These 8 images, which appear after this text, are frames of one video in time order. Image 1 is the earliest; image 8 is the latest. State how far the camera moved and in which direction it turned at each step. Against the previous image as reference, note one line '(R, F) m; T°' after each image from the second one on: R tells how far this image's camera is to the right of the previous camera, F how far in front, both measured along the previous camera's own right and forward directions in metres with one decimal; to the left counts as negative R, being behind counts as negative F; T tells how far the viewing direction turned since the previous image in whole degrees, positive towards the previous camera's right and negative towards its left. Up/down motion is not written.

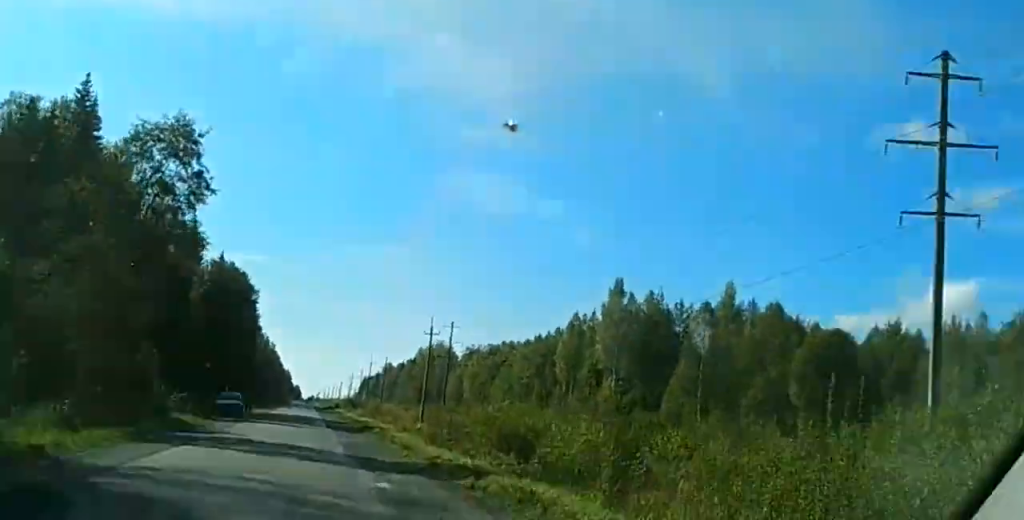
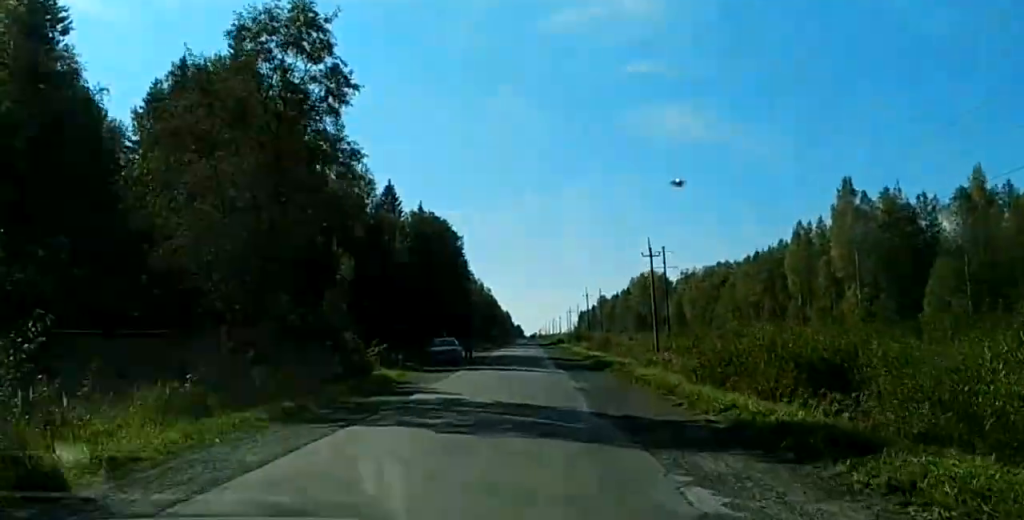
(+0.1, +10.5) m; +1°
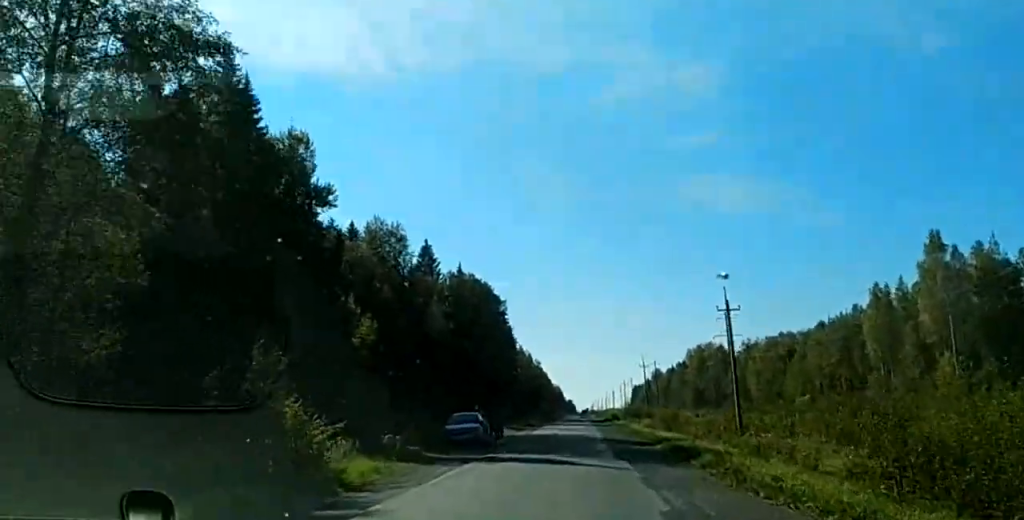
(+0.2, +13.4) m; 0°
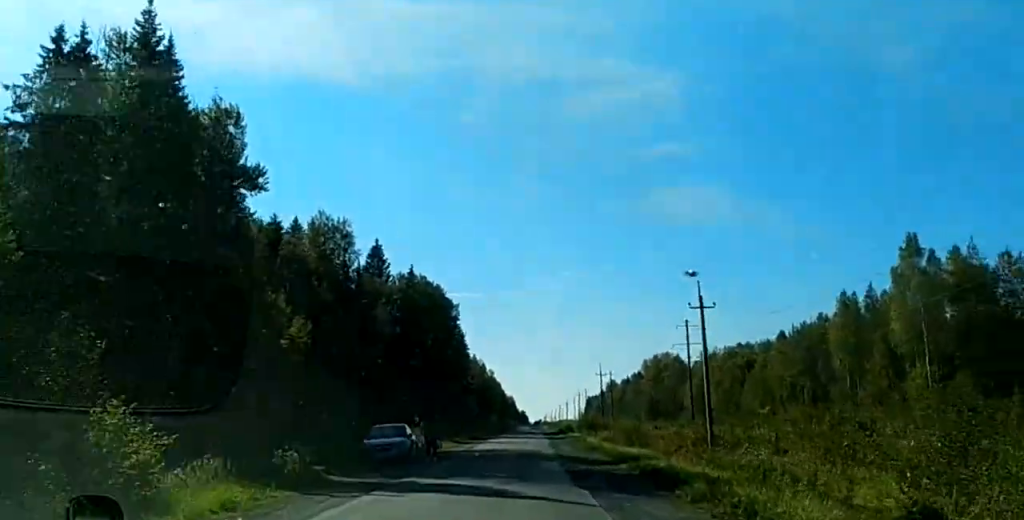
(0.0, +8.1) m; 0°
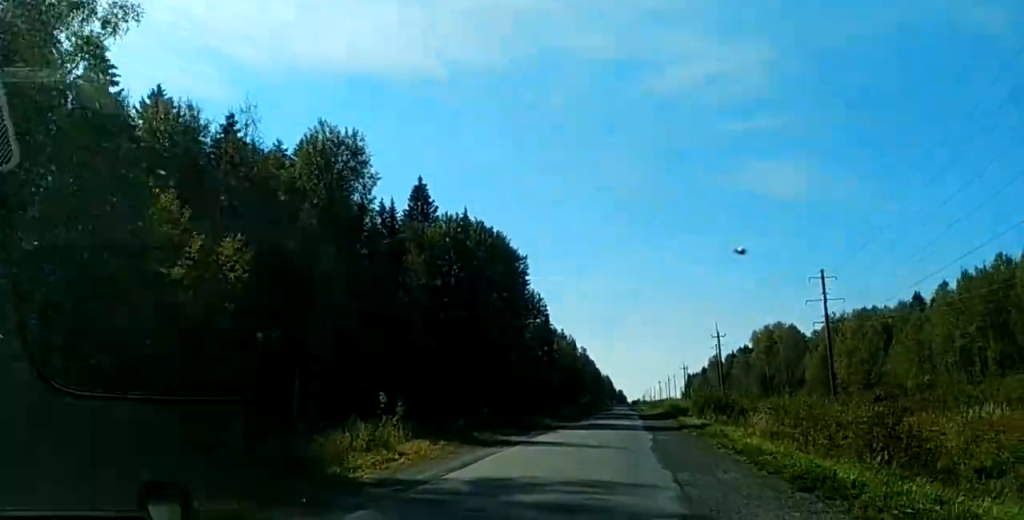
(-0.5, +34.5) m; -2°
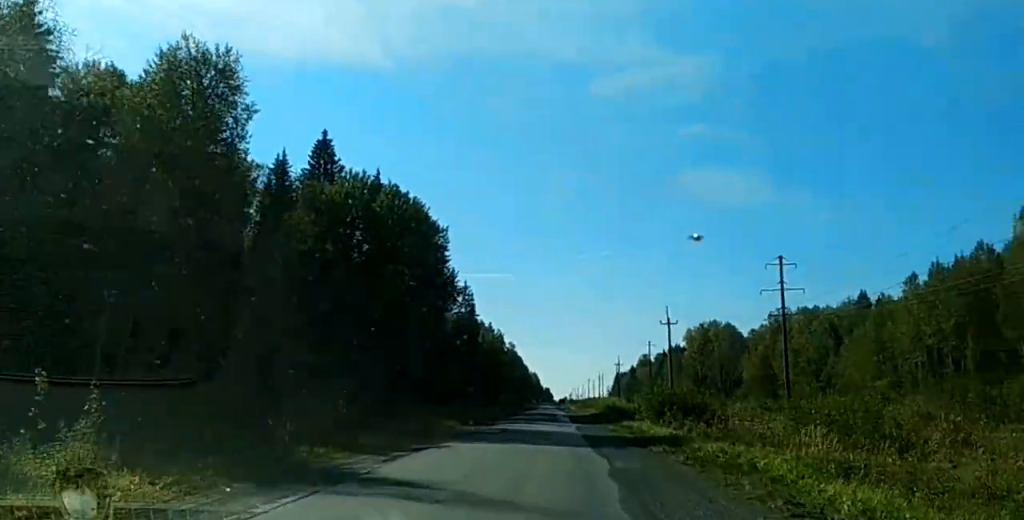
(-0.3, +18.0) m; 0°
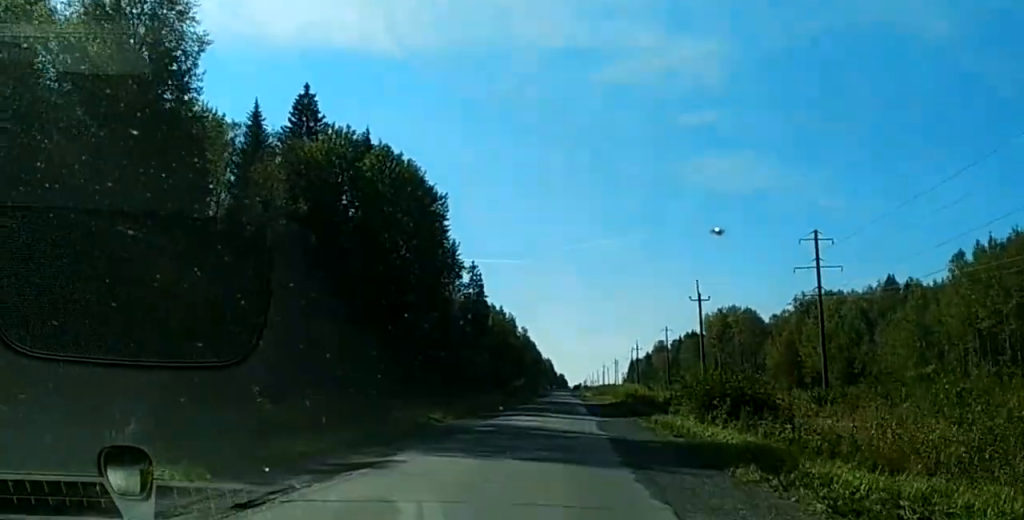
(+0.2, +11.1) m; -1°
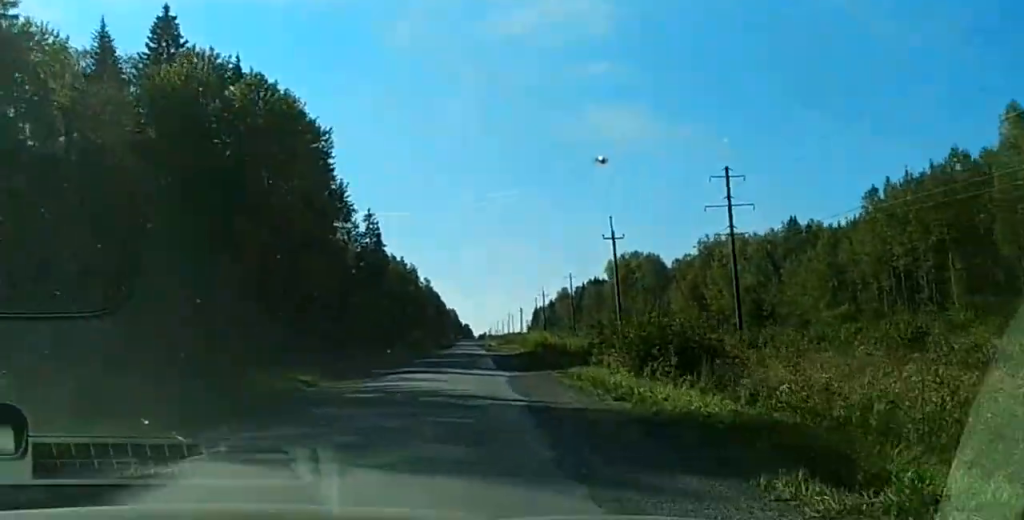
(0.0, +7.7) m; 0°
